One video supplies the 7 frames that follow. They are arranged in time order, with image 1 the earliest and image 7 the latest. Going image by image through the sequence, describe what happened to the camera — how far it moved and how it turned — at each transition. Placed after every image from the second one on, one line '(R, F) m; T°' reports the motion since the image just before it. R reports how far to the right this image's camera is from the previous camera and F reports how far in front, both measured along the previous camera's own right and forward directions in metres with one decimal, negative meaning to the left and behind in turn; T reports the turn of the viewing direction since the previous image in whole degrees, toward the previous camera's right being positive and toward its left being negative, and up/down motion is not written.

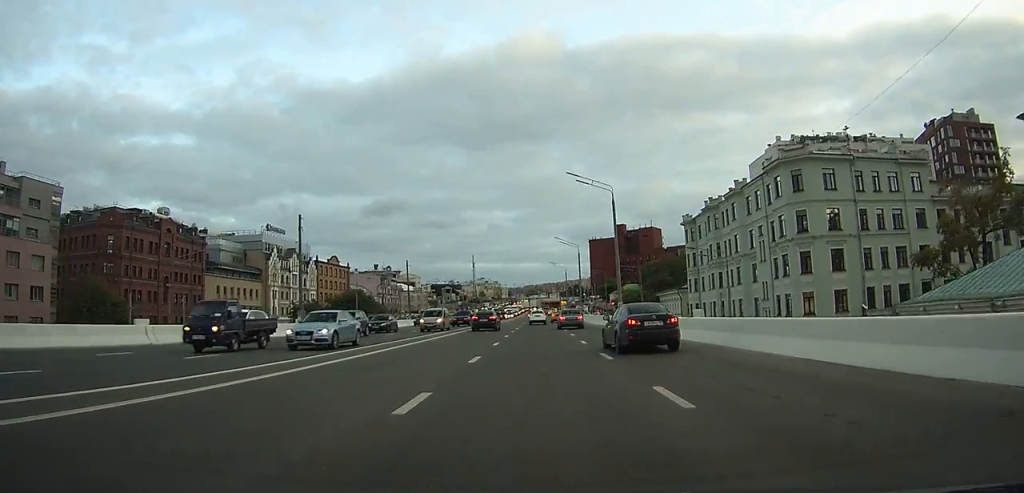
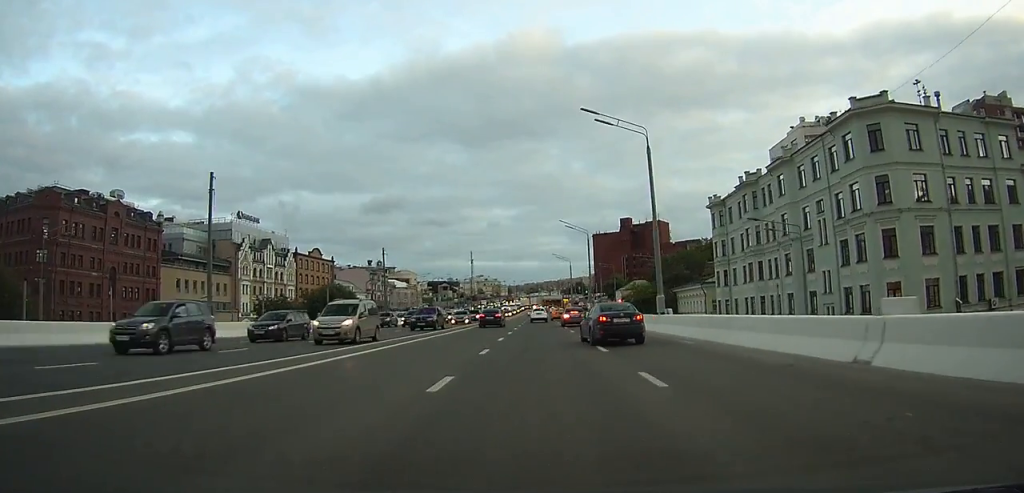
(-0.1, +13.7) m; 0°
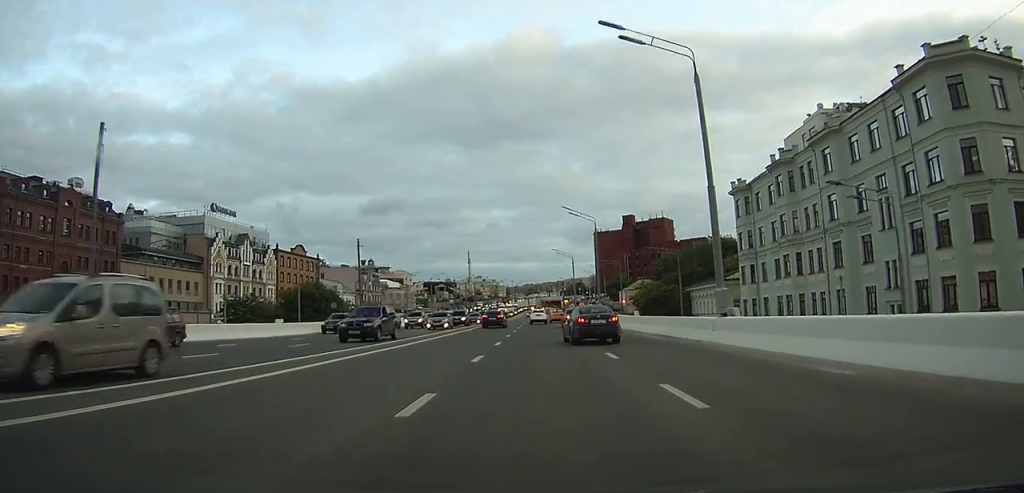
(0.0, +9.8) m; 0°
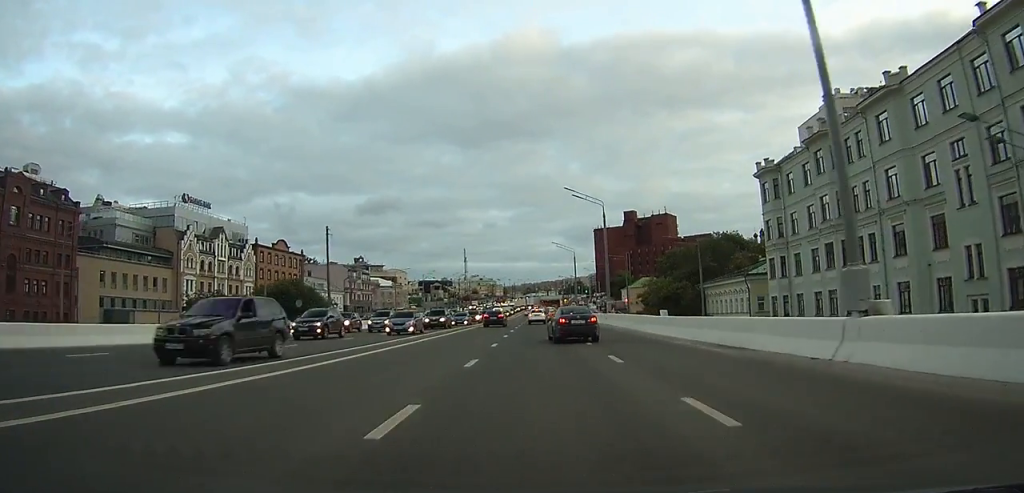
(0.0, +8.9) m; 0°
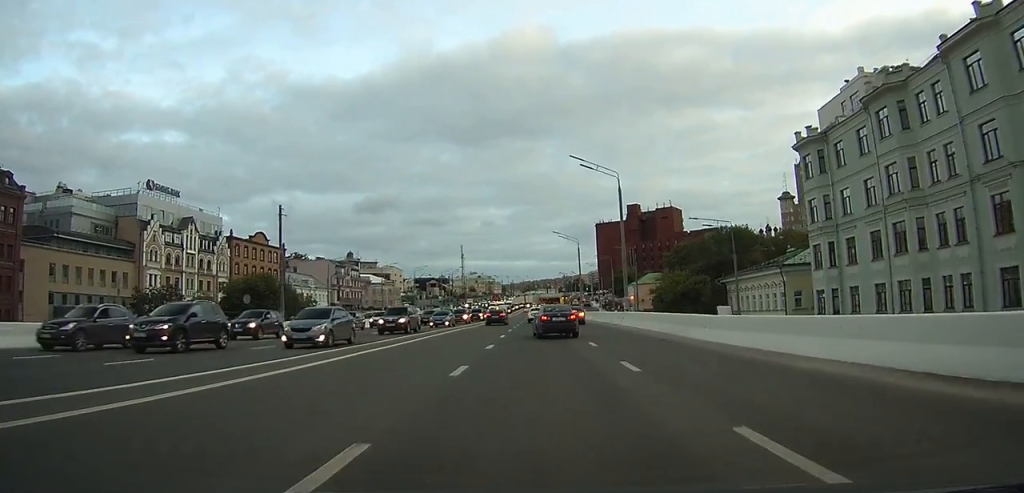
(0.0, +10.0) m; 0°
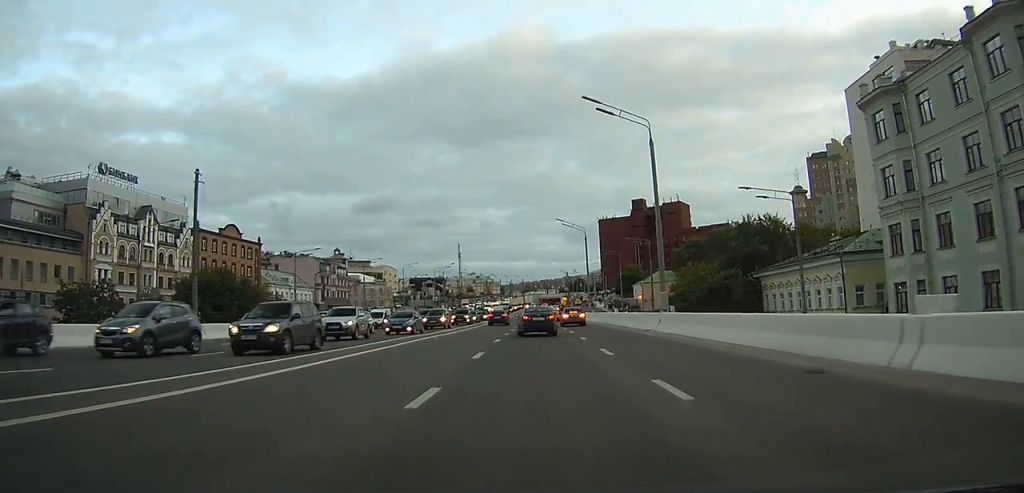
(0.0, +11.7) m; 0°
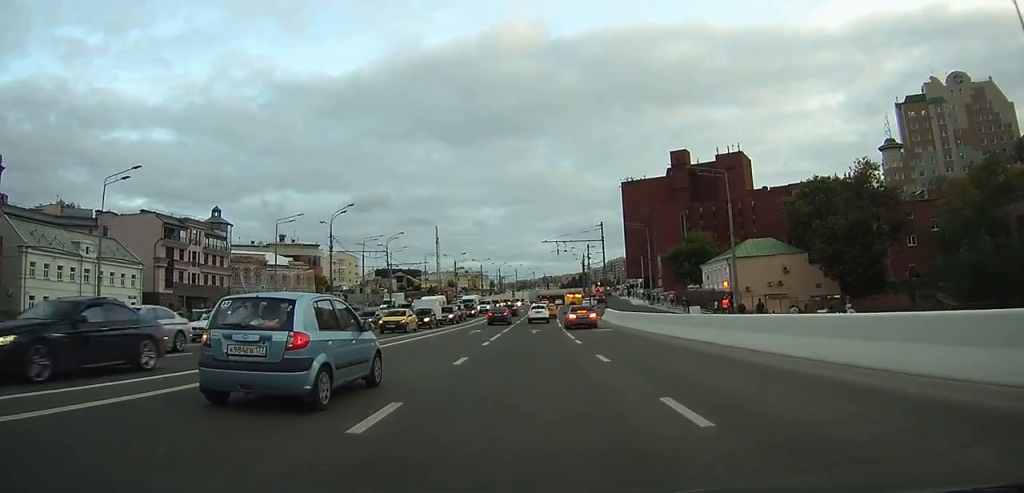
(+1.0, +64.6) m; +2°
